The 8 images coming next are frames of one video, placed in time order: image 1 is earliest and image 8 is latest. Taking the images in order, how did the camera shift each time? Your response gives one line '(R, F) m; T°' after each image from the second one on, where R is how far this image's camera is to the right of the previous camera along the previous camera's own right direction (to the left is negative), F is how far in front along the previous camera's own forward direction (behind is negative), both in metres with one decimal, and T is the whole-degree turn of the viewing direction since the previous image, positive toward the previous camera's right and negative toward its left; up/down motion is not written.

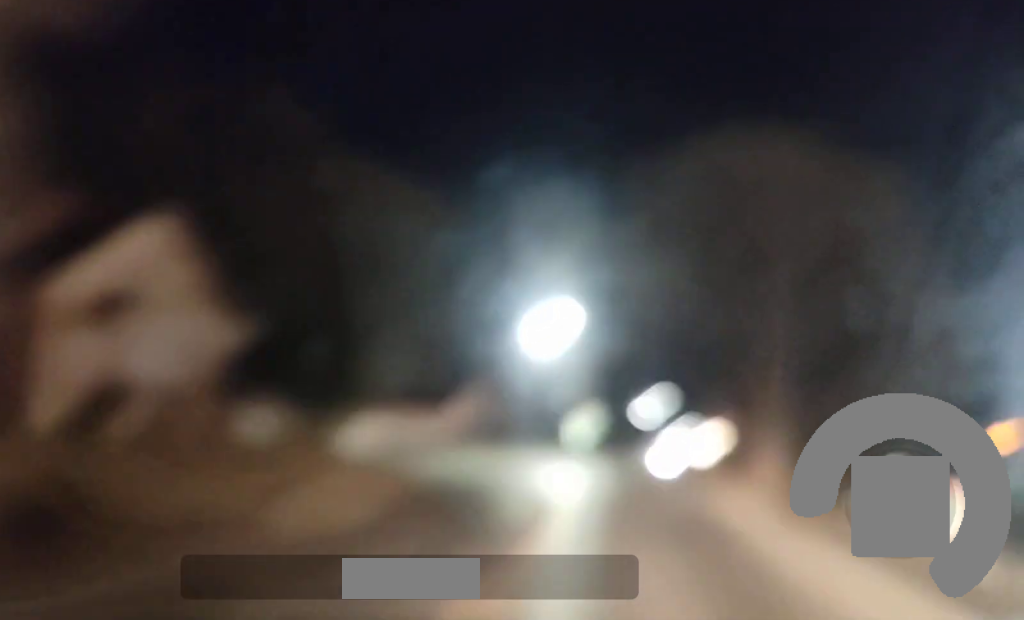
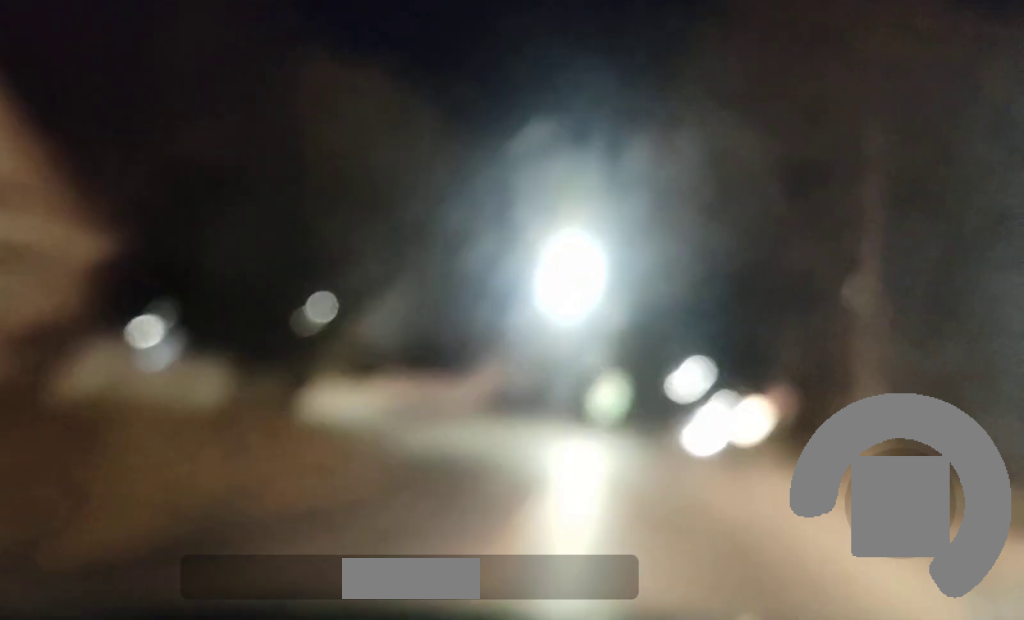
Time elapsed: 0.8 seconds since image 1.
(-0.6, +10.1) m; -4°
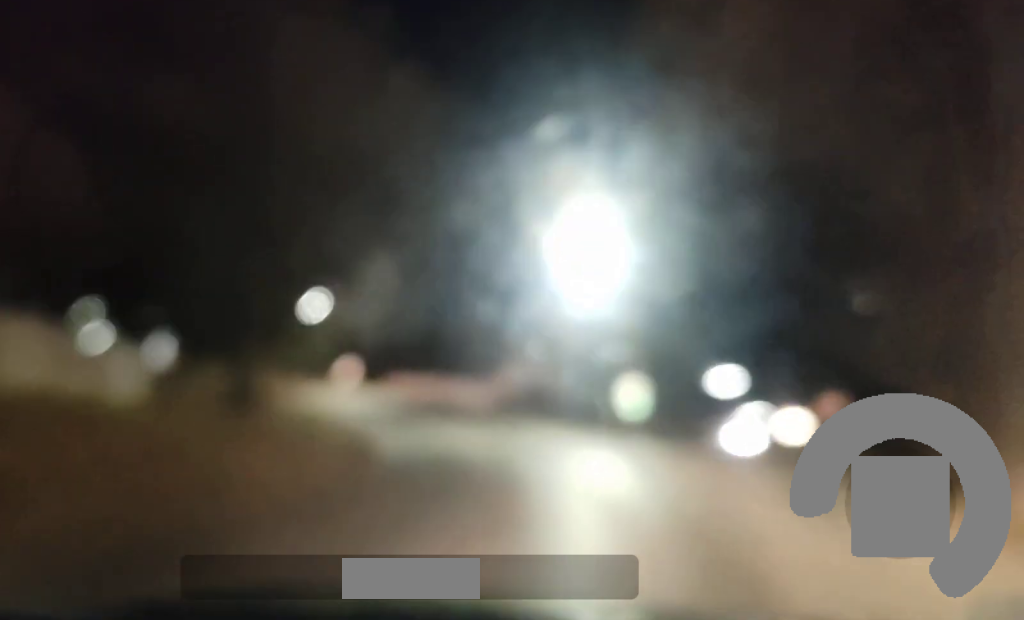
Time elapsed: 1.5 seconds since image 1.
(-0.1, +8.7) m; -2°
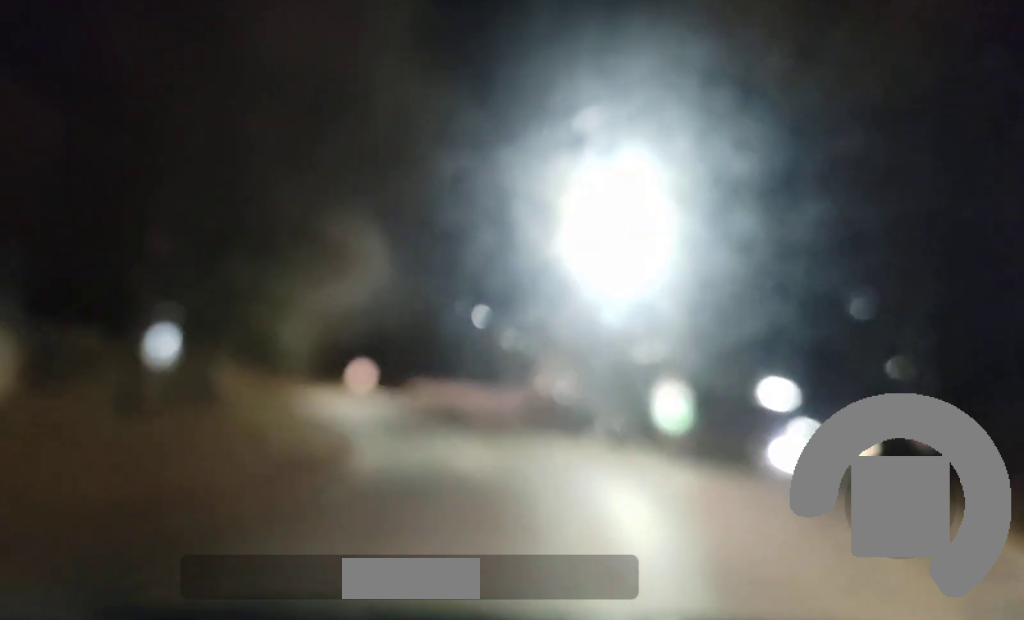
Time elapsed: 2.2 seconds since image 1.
(-0.1, +8.7) m; -3°
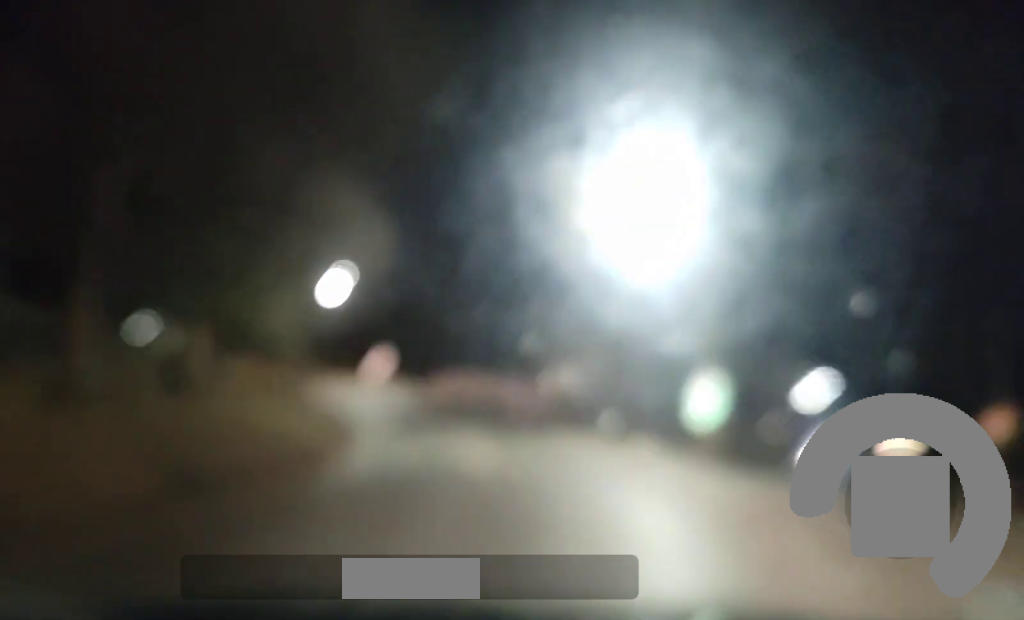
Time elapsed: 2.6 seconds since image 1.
(+0.1, +4.7) m; -1°
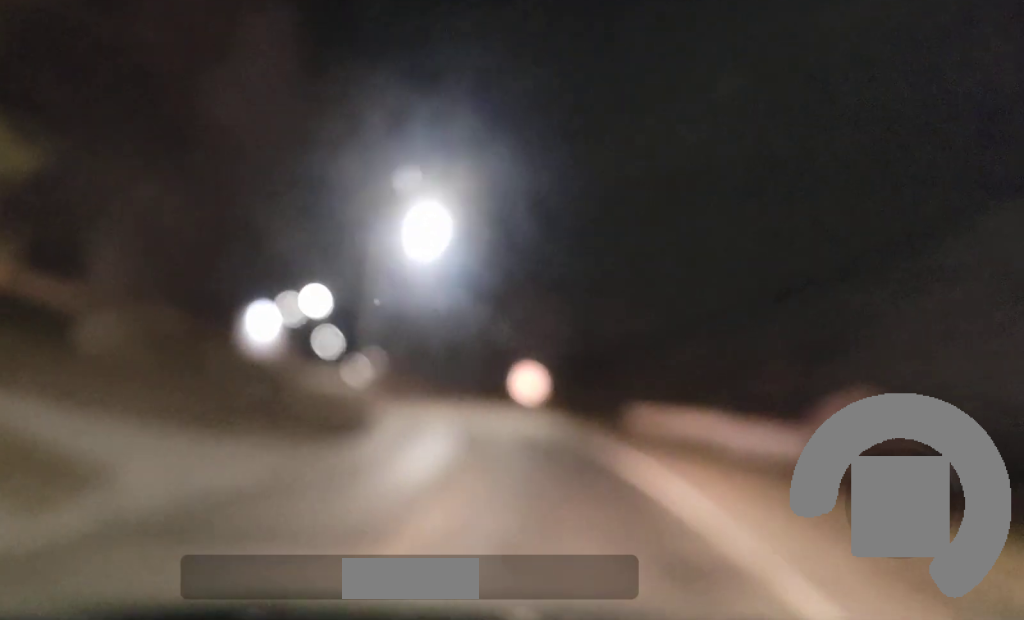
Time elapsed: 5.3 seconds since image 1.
(-4.3, +33.5) m; -14°
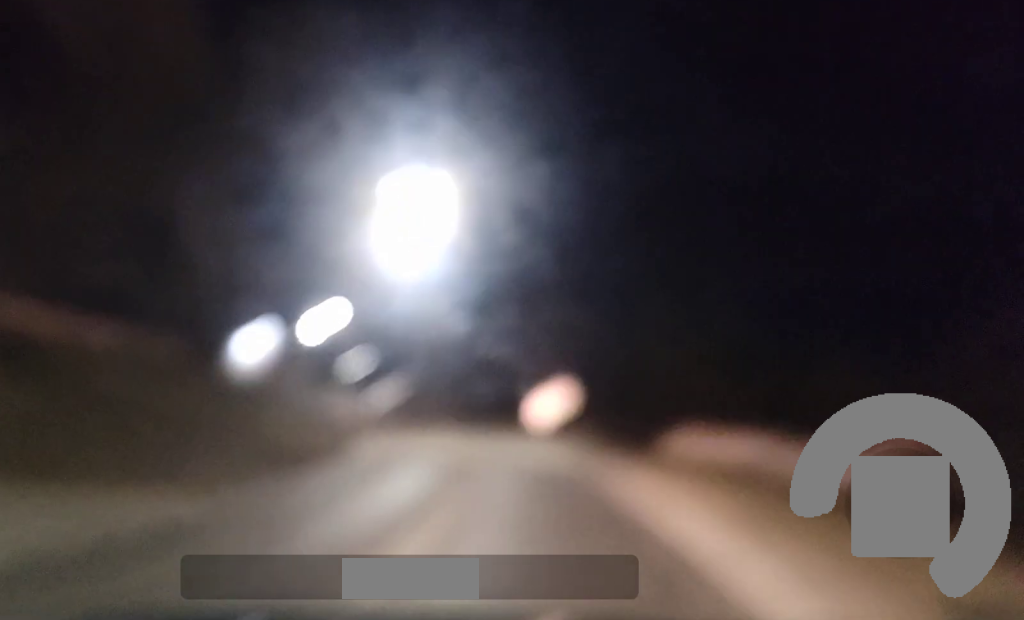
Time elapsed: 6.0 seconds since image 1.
(-0.4, +8.8) m; -4°
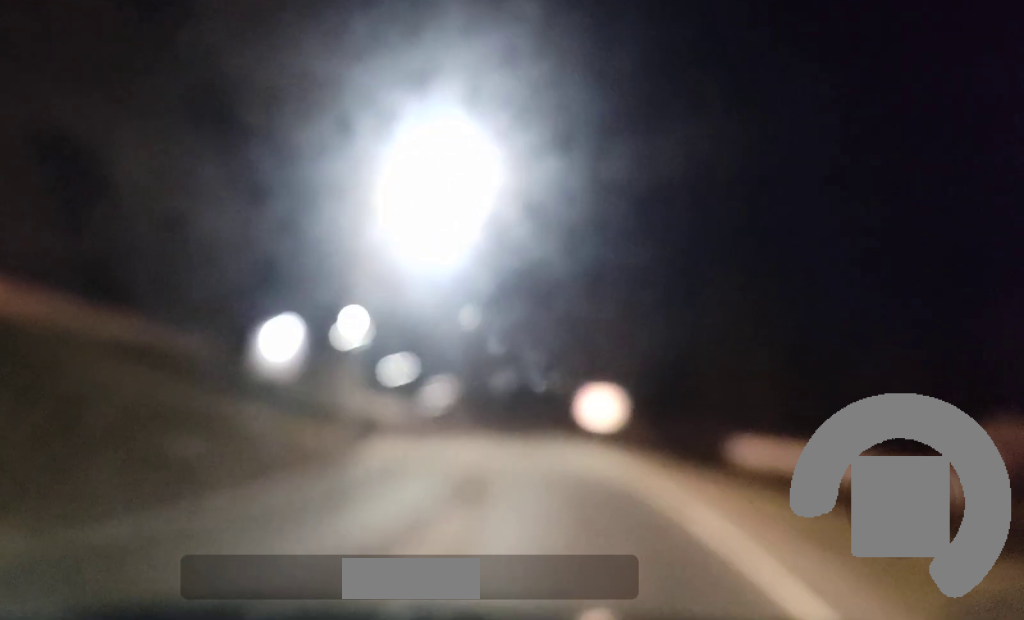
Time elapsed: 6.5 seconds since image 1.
(-0.1, +5.4) m; -3°
